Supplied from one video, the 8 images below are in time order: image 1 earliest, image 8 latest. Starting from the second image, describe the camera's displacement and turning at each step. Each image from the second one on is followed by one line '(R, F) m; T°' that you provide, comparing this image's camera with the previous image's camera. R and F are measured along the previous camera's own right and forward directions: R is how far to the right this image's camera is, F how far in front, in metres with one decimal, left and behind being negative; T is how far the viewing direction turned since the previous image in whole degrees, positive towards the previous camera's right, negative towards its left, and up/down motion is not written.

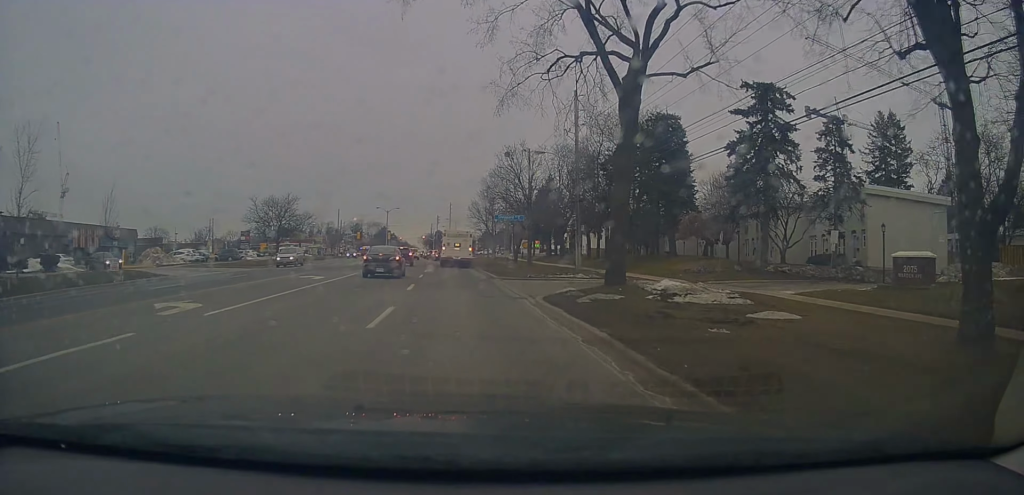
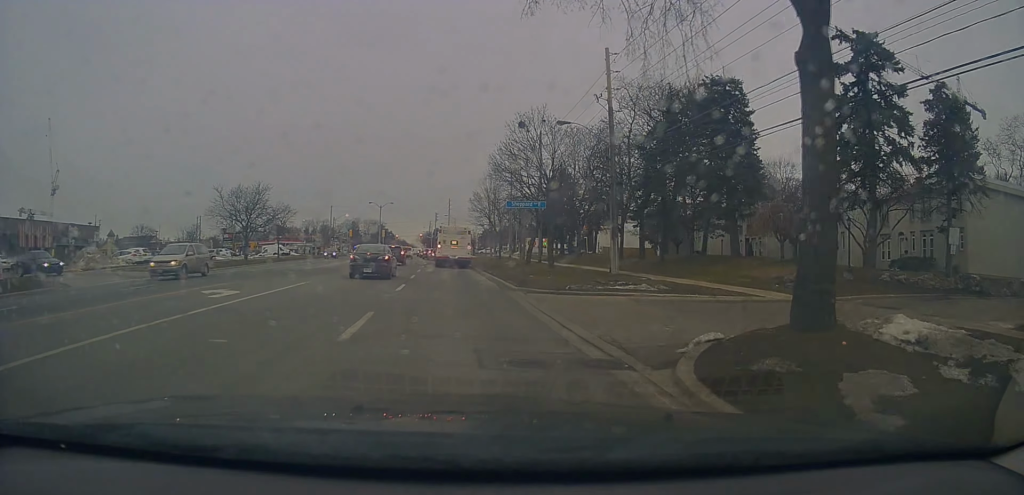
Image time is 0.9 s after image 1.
(+0.2, +11.4) m; +1°
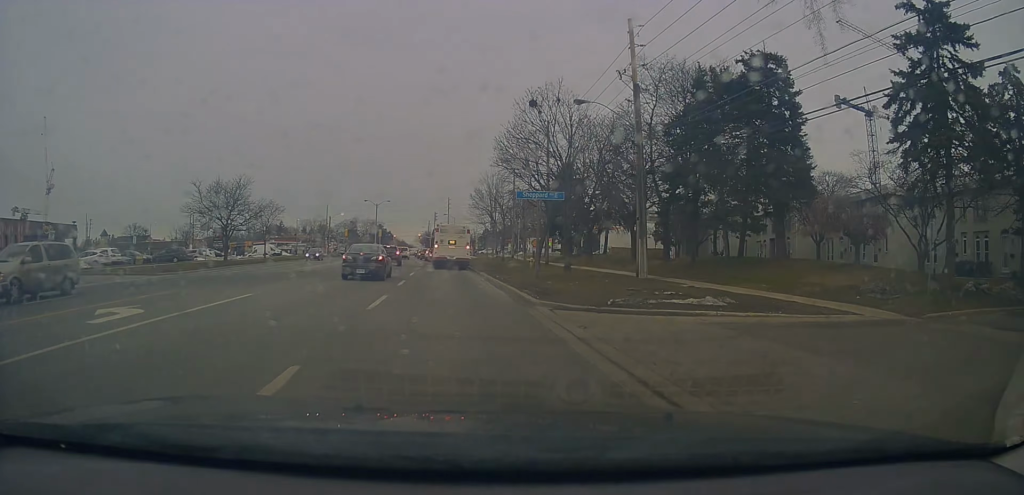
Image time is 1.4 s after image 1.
(+0.1, +6.3) m; 0°
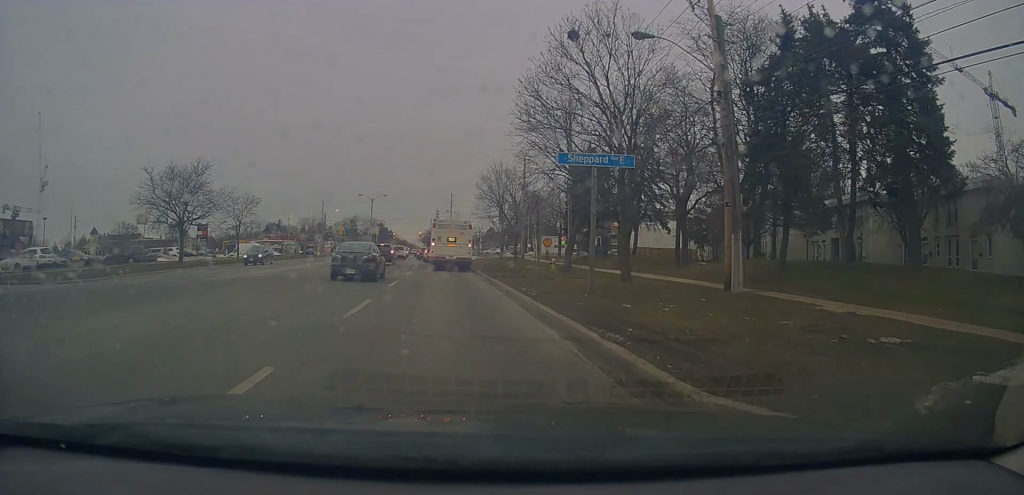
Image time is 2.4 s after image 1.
(-0.4, +12.1) m; -3°
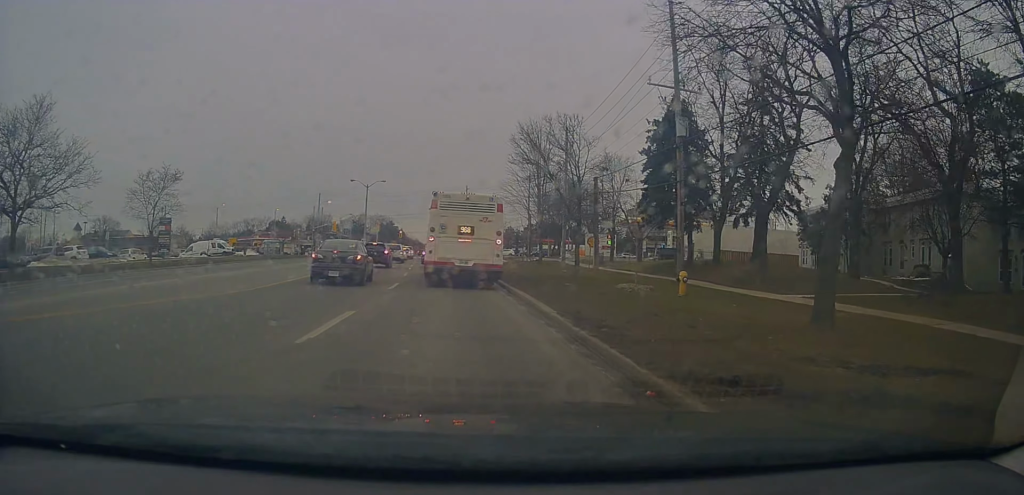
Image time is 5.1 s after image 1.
(+0.3, +26.6) m; +1°
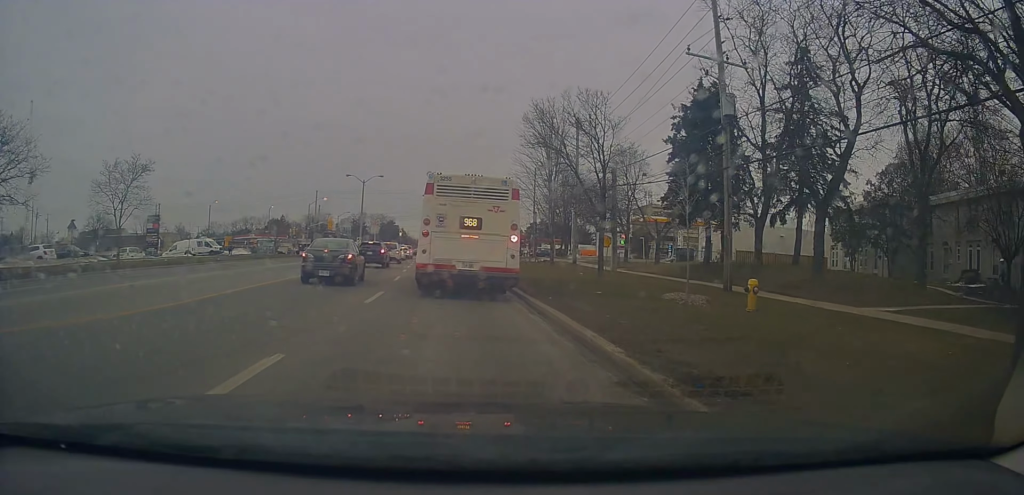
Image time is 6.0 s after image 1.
(-0.1, +7.2) m; -1°
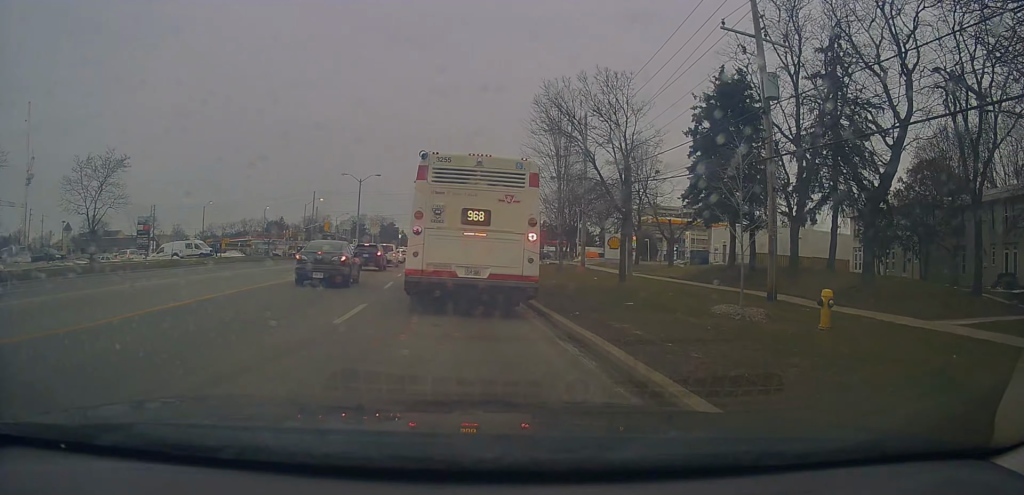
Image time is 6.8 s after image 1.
(0.0, +4.9) m; 0°
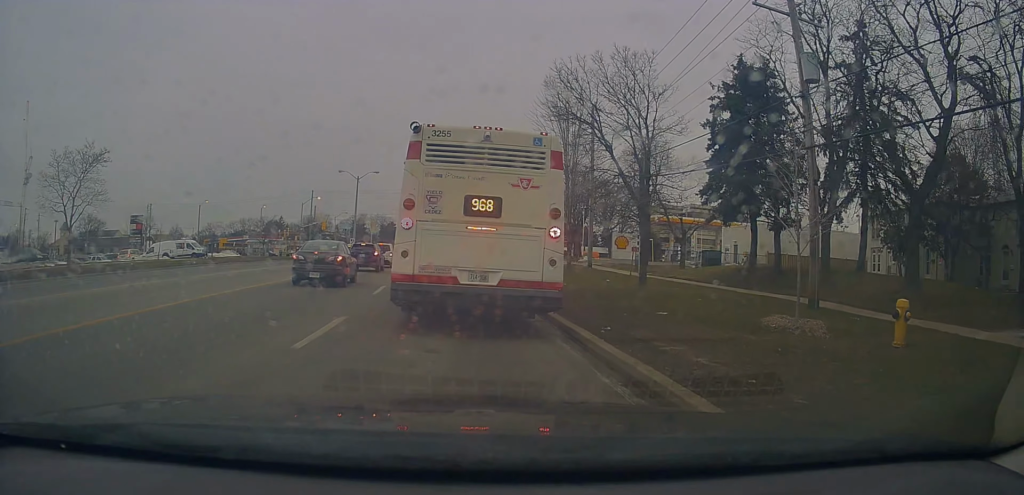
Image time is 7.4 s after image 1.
(0.0, +3.4) m; +1°
